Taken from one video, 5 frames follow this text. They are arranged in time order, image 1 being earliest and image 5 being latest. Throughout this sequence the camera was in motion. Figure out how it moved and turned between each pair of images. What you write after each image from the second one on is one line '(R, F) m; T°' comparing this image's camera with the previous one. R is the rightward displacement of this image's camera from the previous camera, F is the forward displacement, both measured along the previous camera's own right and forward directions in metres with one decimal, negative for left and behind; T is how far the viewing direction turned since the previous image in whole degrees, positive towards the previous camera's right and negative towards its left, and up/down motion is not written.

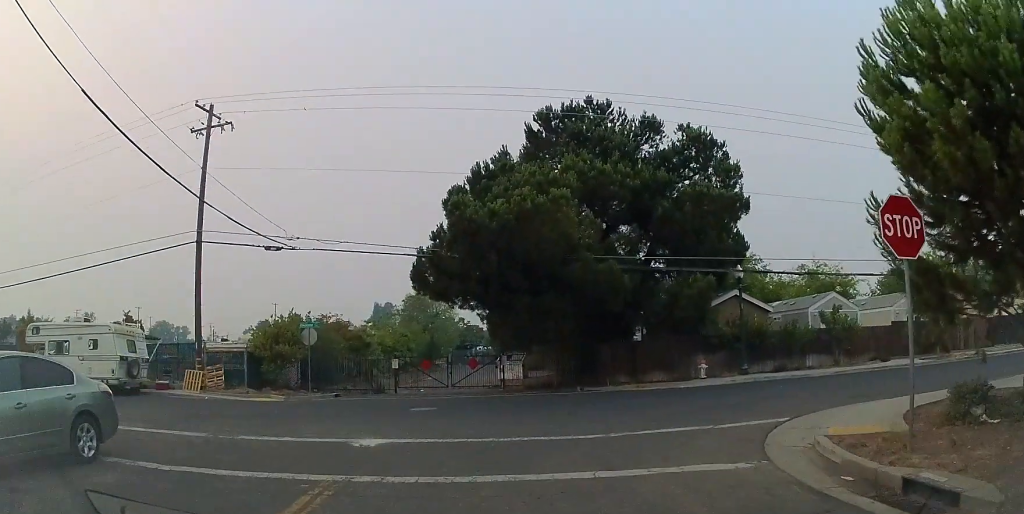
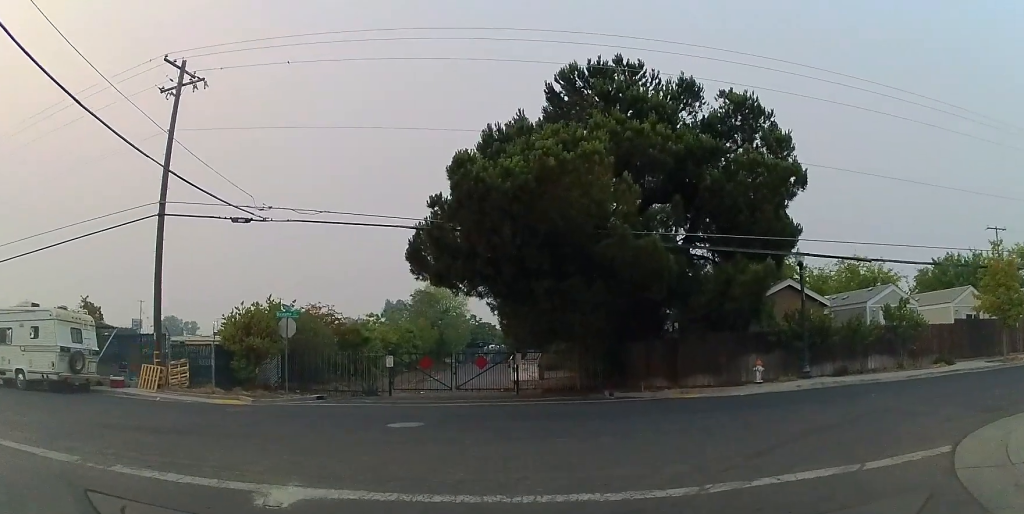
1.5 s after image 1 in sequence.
(-0.4, +5.8) m; -4°
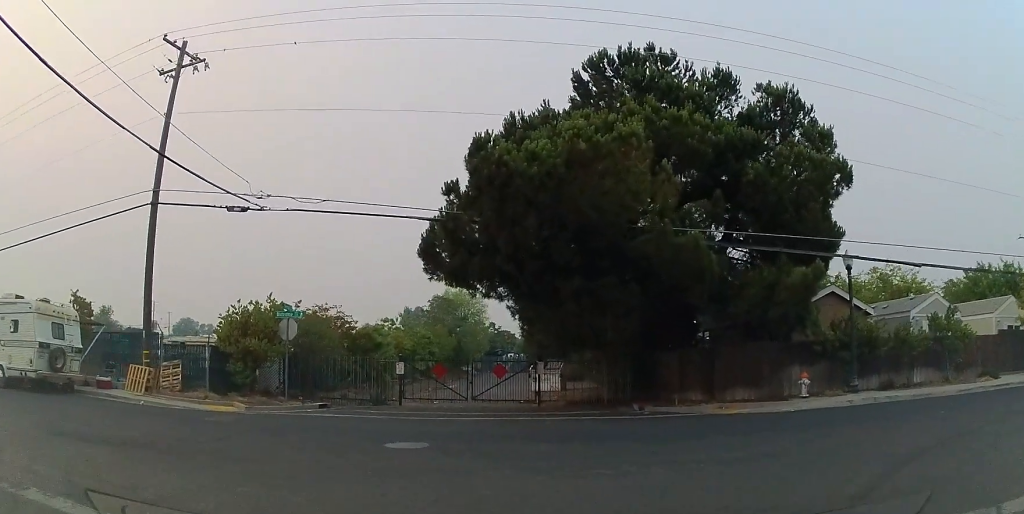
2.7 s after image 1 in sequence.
(0.0, +2.9) m; -6°
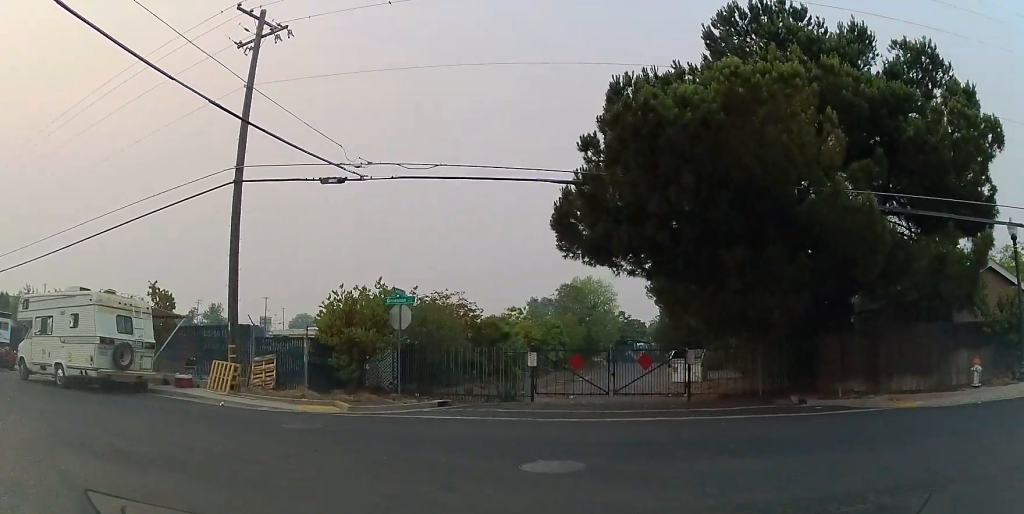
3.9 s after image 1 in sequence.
(-0.5, +2.1) m; -19°
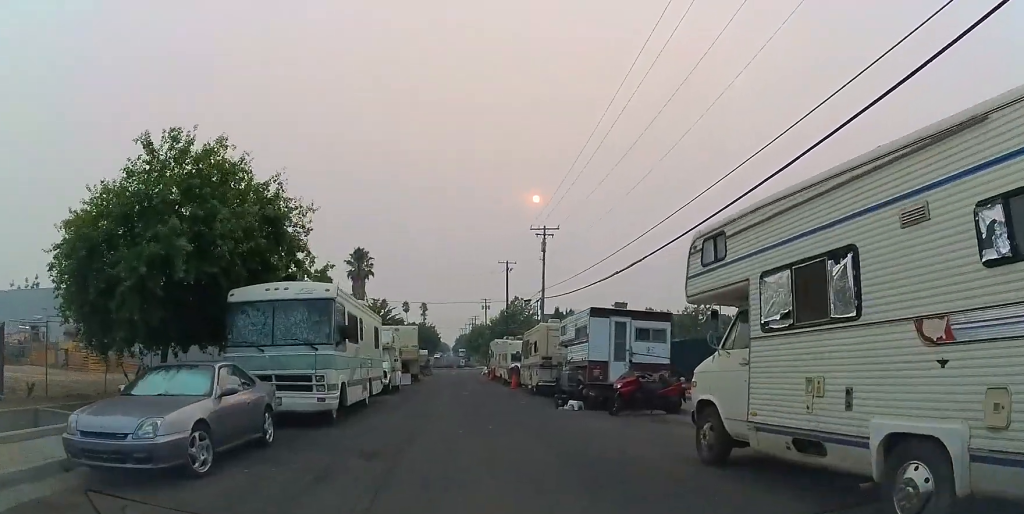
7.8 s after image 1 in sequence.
(-7.2, +10.2) m; -58°
